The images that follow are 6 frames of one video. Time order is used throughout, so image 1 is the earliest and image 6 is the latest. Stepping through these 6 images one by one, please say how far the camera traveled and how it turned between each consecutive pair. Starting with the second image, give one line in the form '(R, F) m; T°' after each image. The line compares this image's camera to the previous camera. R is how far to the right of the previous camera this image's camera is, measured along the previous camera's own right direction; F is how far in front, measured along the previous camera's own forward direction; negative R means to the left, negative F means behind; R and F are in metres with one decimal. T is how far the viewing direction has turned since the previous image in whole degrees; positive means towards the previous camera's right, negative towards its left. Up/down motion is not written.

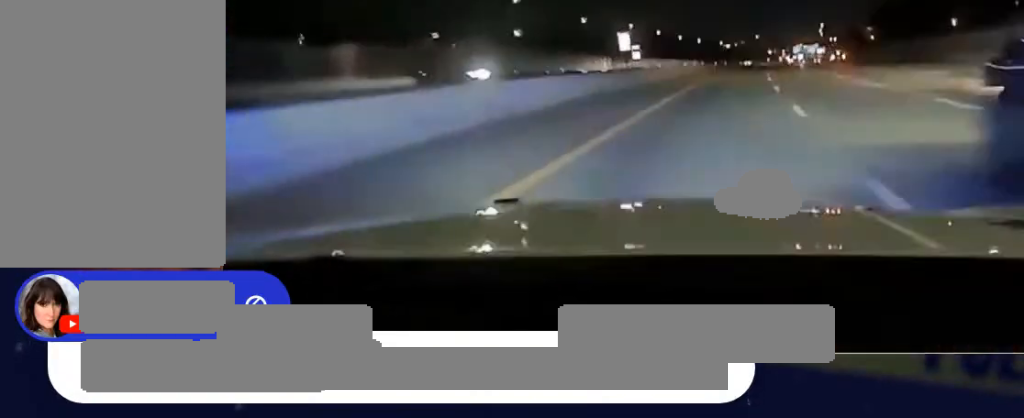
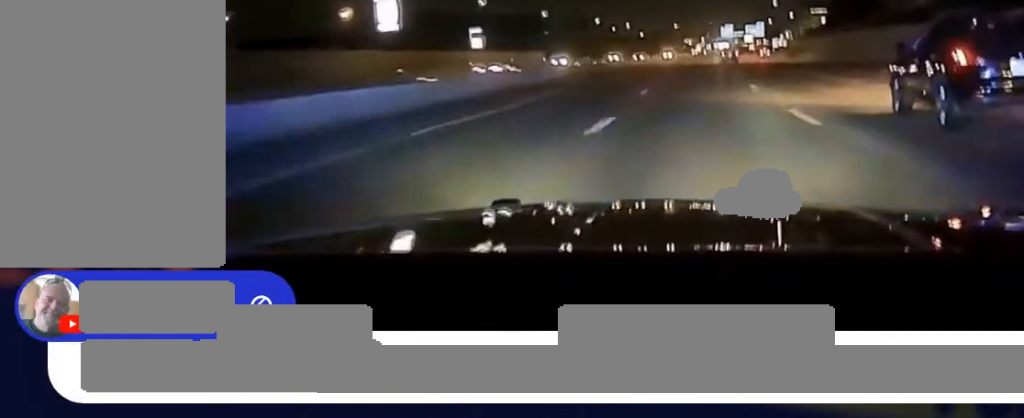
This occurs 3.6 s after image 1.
(+9.7, +162.1) m; +5°
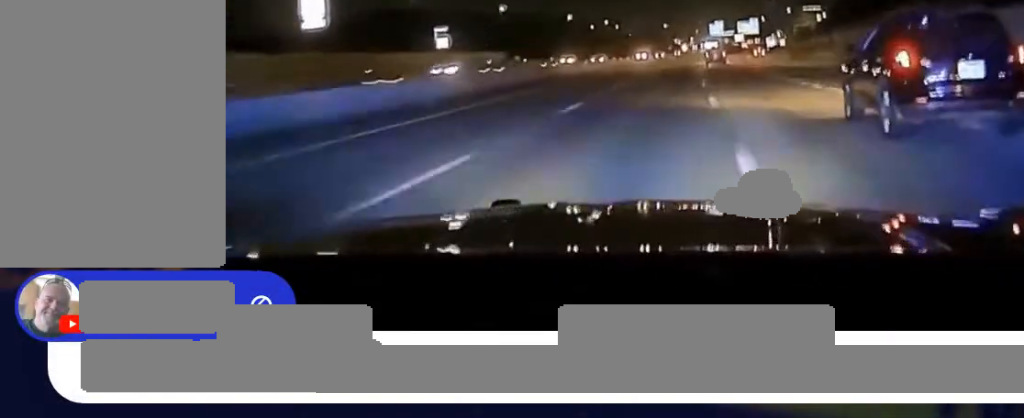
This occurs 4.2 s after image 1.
(-0.1, +32.6) m; 0°
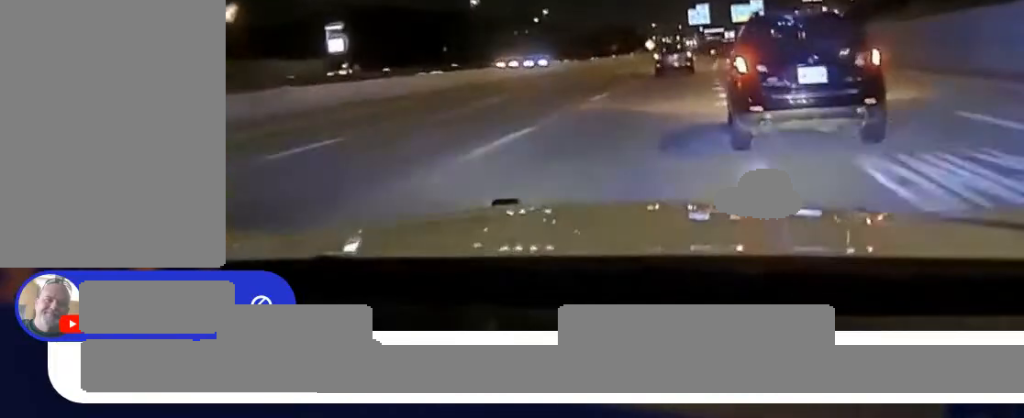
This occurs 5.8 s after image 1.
(+0.6, +94.2) m; 0°
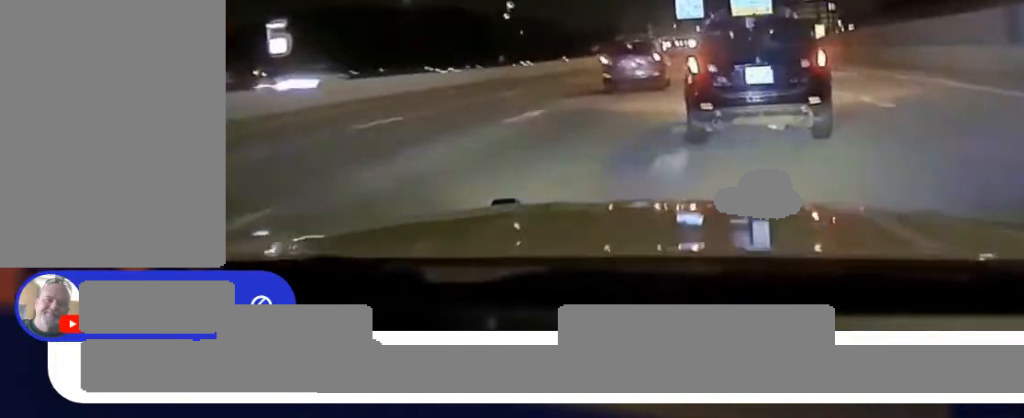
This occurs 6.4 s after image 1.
(0.0, +36.5) m; 0°
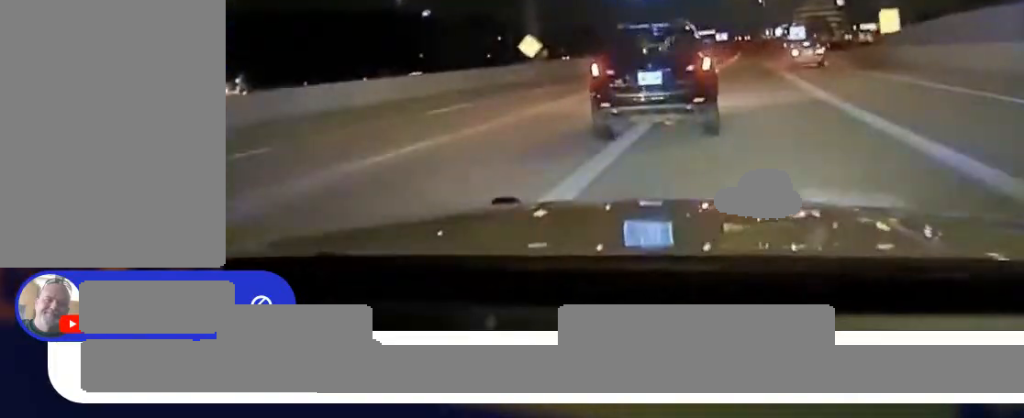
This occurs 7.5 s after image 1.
(+0.3, +56.8) m; 0°
